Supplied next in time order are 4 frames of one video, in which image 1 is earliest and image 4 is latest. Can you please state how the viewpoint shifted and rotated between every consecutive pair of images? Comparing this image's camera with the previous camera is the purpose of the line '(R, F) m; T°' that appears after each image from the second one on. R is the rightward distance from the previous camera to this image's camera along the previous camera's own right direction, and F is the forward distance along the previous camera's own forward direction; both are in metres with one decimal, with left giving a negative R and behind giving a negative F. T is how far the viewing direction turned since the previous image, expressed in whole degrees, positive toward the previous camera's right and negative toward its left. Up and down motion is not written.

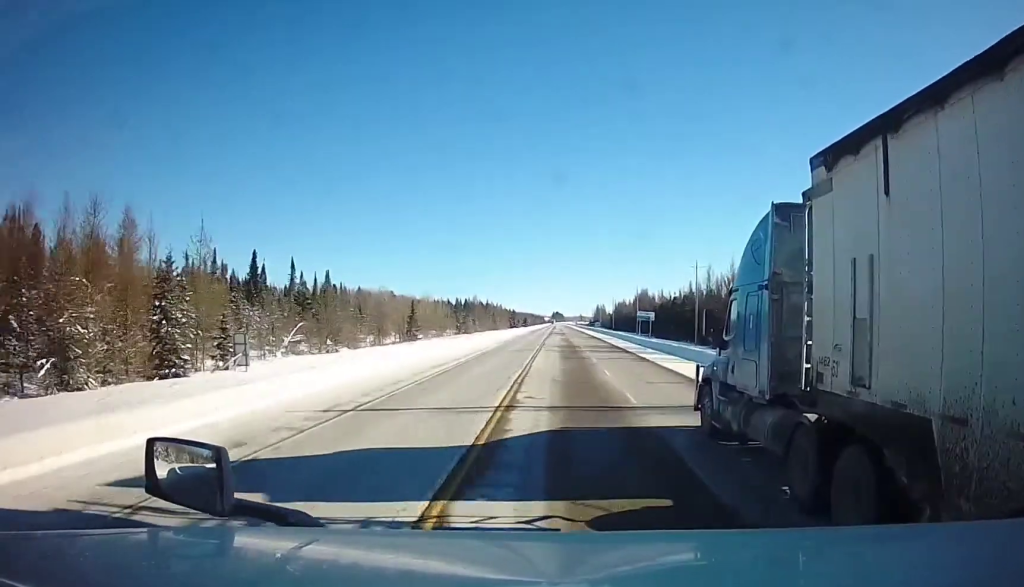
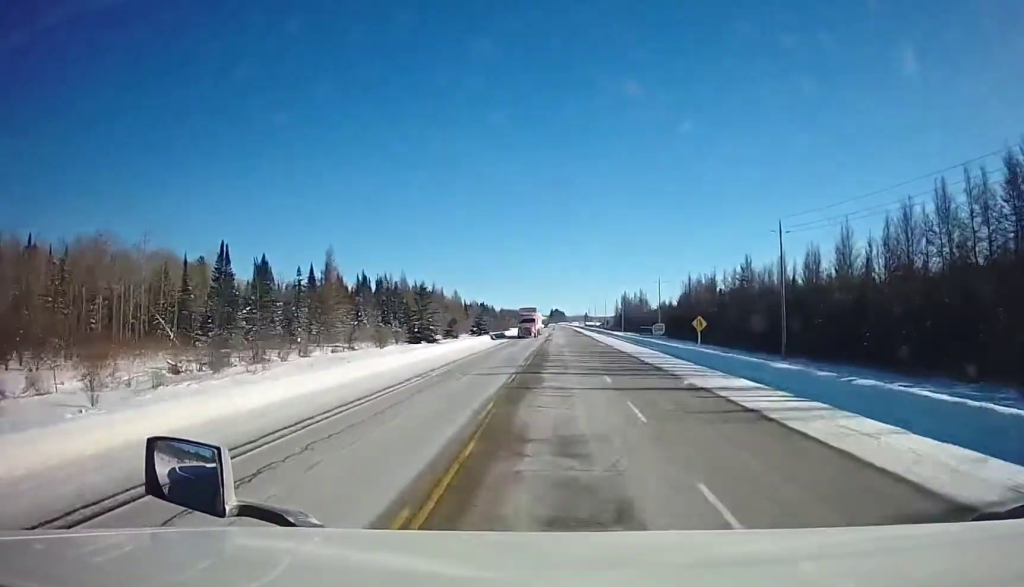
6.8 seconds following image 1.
(+2.4, +199.0) m; +2°
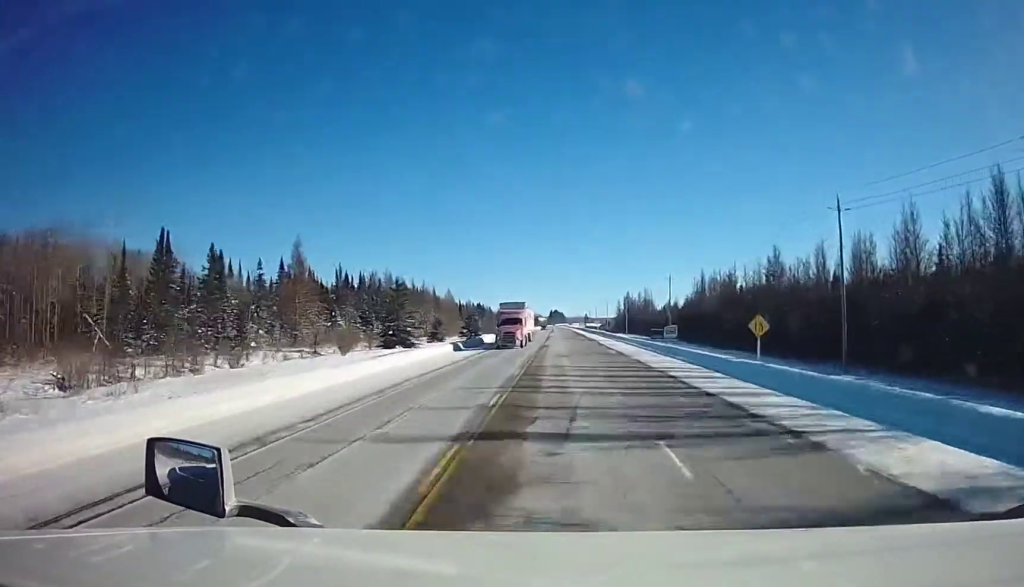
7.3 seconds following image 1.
(-0.1, +14.4) m; 0°
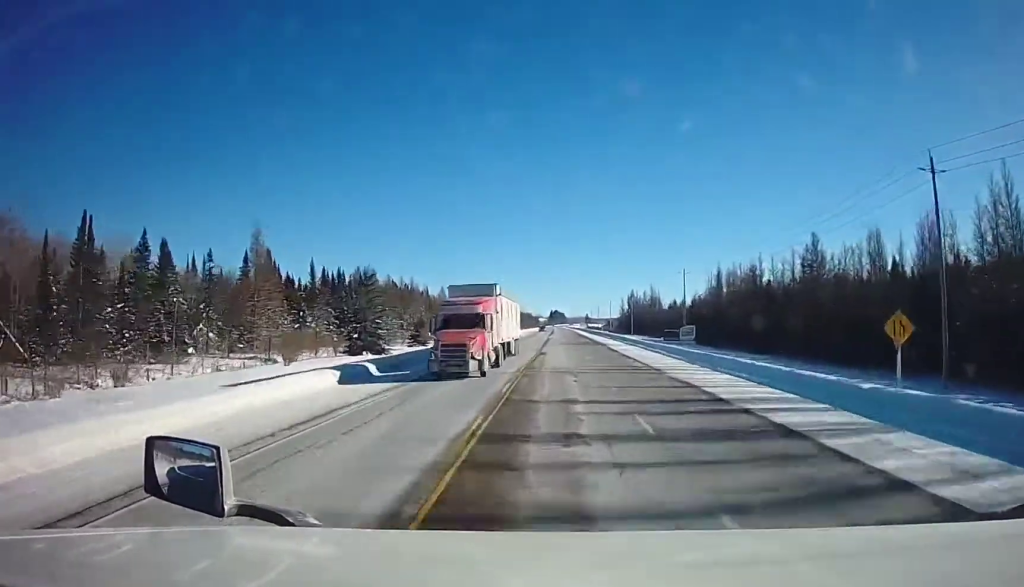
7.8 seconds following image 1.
(0.0, +14.3) m; 0°
